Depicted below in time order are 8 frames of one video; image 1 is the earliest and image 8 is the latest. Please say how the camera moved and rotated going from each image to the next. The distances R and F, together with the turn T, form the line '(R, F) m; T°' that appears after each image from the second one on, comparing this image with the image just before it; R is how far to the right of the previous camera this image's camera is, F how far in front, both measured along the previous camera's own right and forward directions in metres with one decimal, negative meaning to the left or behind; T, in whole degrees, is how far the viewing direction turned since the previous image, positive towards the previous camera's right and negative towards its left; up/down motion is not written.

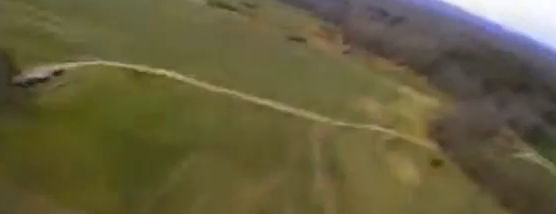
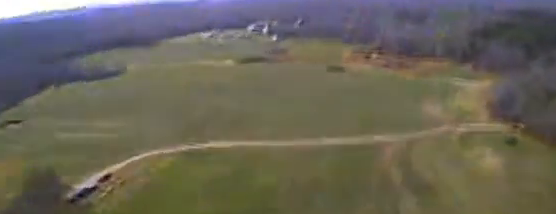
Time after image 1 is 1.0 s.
(-0.5, +11.2) m; -5°
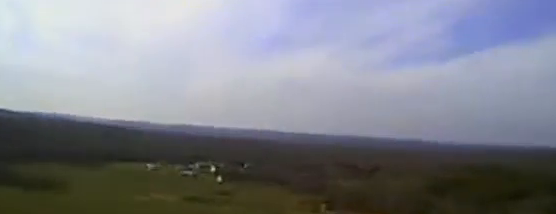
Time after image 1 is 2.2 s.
(-0.7, +15.2) m; -4°
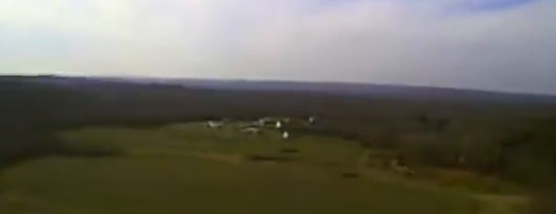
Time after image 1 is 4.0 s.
(-0.6, +25.4) m; 0°
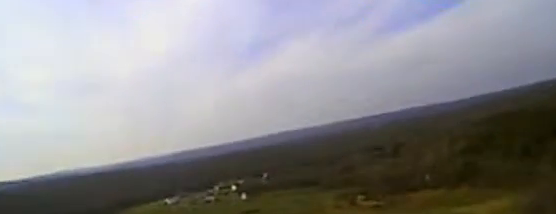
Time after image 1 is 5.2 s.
(+0.9, +17.1) m; +6°
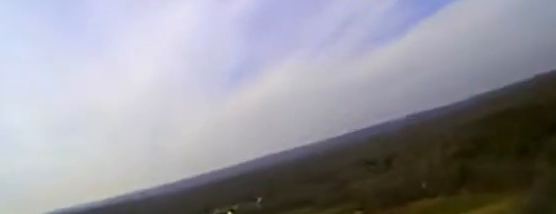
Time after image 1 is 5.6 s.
(+0.2, +5.6) m; +2°
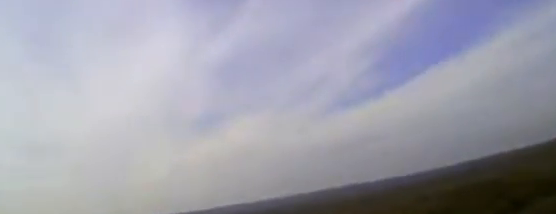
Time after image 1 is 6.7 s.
(+0.4, +14.8) m; +7°
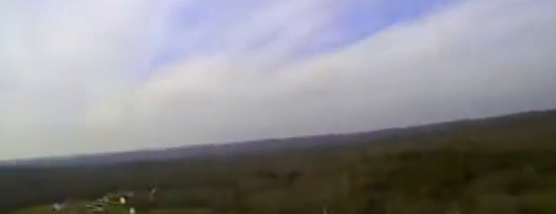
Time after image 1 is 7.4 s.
(+0.7, +7.7) m; +4°
